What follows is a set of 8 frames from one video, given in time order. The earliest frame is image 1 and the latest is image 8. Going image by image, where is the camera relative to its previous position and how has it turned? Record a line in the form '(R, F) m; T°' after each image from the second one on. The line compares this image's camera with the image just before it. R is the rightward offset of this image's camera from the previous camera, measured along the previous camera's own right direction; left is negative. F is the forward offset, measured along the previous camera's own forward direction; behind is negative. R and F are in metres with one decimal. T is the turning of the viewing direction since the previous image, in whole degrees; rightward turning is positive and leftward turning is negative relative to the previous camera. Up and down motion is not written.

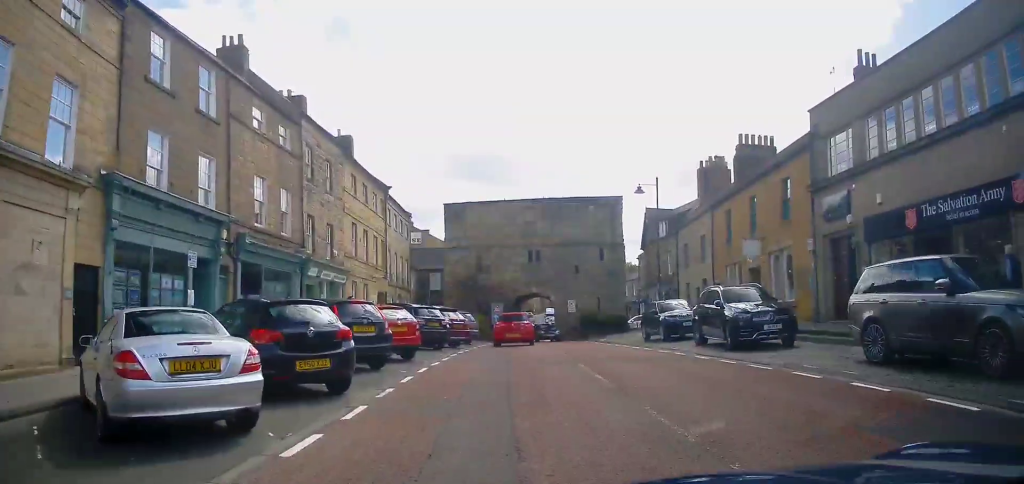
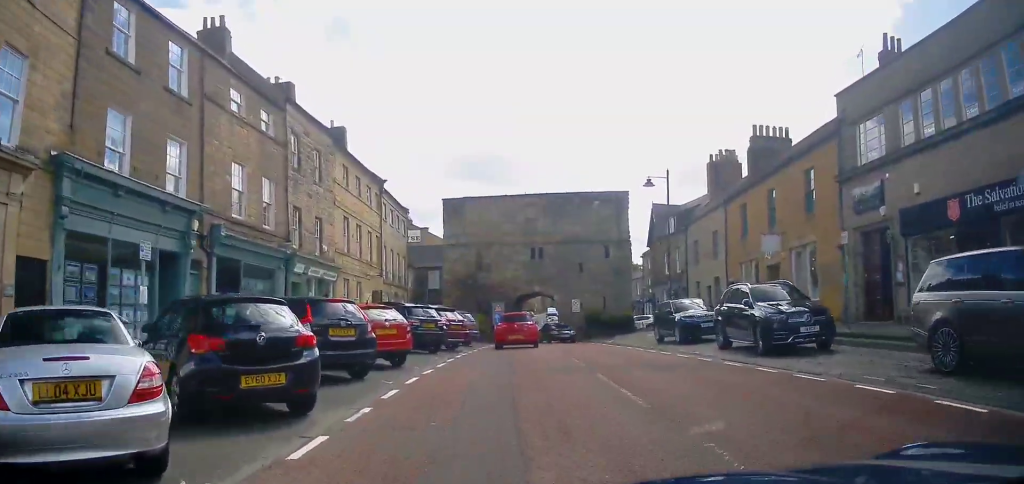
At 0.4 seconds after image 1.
(-0.1, +2.1) m; -1°
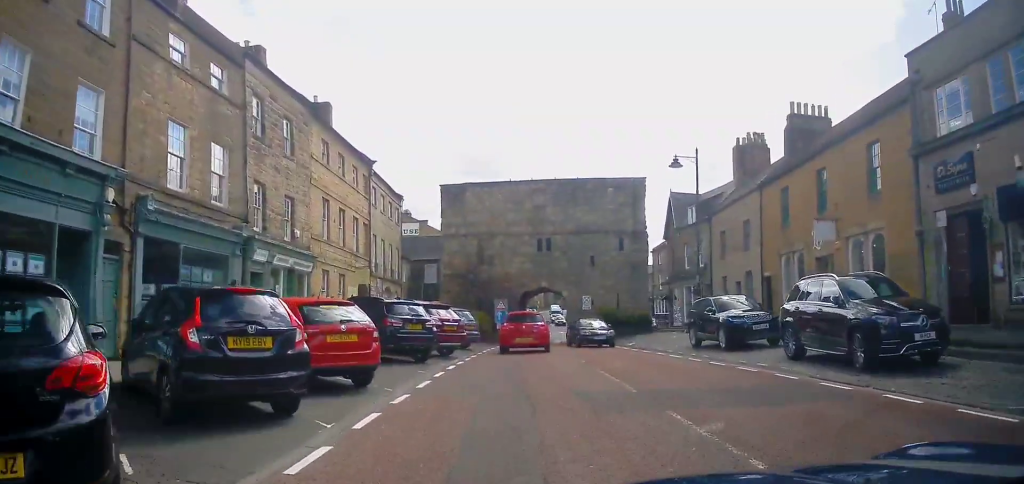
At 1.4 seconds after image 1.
(+0.1, +4.4) m; +4°
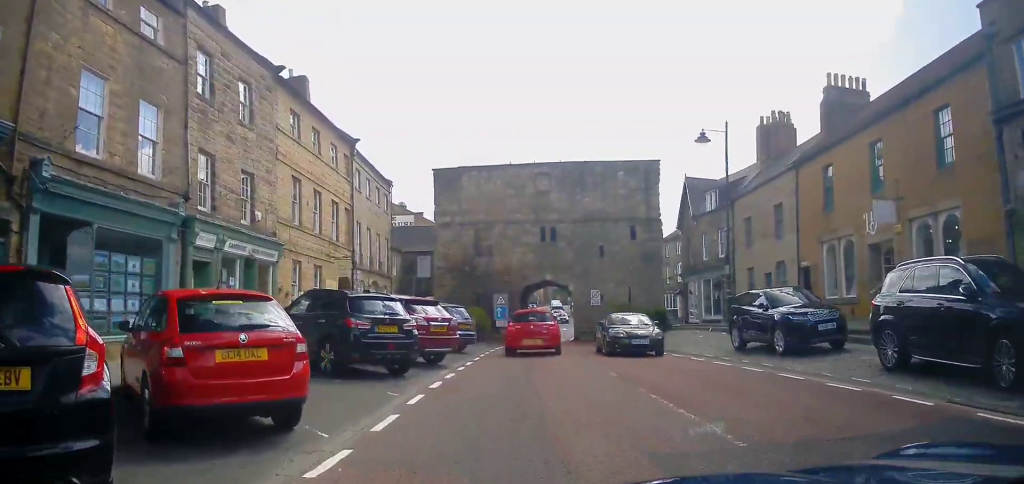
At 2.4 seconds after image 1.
(+0.2, +4.0) m; +2°
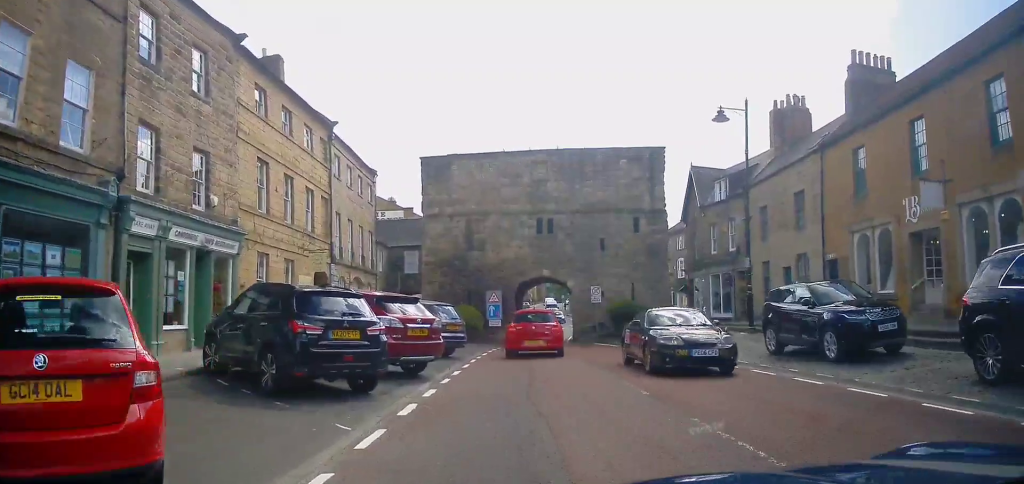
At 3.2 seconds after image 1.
(0.0, +2.6) m; 0°
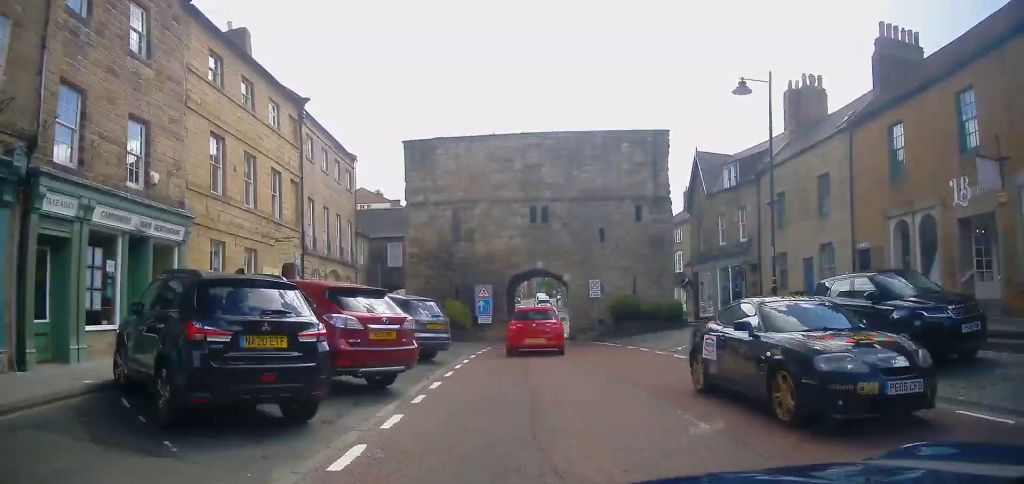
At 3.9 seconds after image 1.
(0.0, +2.6) m; +1°
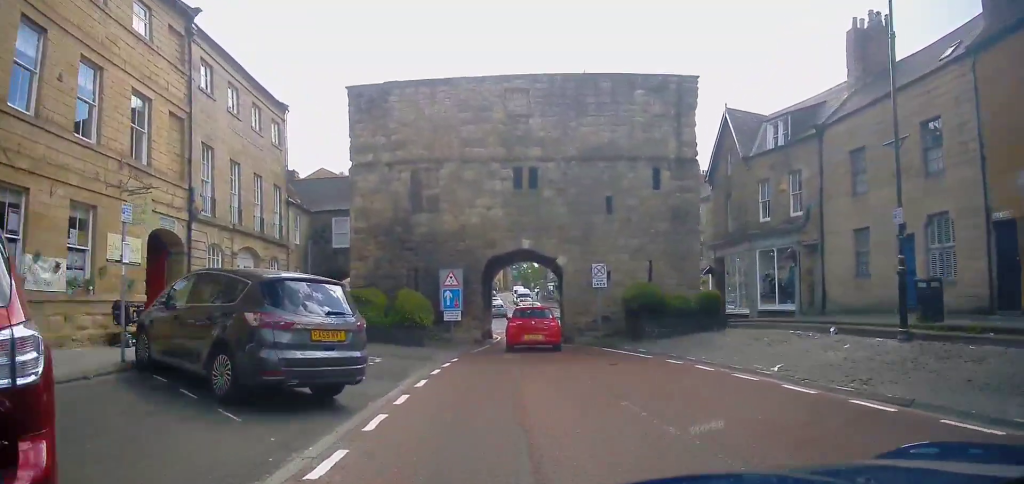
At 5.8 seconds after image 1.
(0.0, +7.4) m; -4°
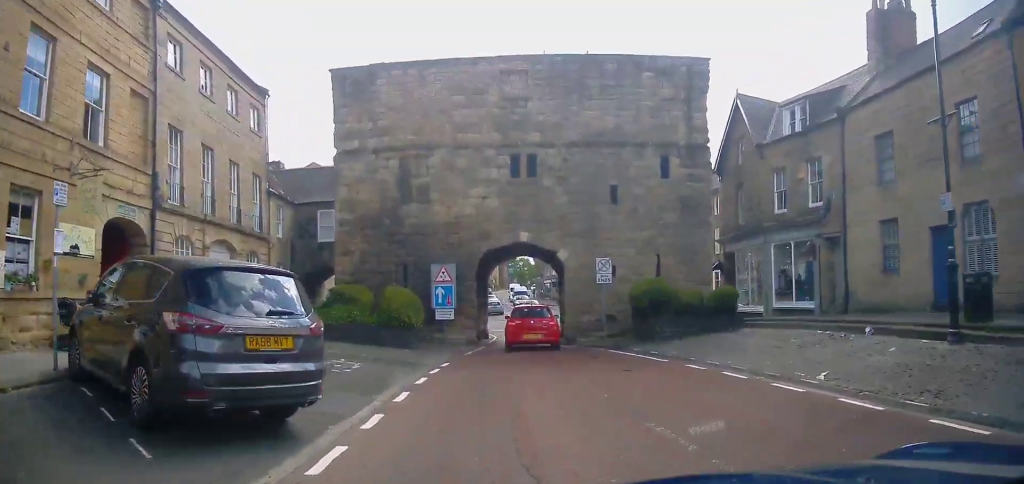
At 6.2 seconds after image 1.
(-0.1, +1.6) m; -2°
